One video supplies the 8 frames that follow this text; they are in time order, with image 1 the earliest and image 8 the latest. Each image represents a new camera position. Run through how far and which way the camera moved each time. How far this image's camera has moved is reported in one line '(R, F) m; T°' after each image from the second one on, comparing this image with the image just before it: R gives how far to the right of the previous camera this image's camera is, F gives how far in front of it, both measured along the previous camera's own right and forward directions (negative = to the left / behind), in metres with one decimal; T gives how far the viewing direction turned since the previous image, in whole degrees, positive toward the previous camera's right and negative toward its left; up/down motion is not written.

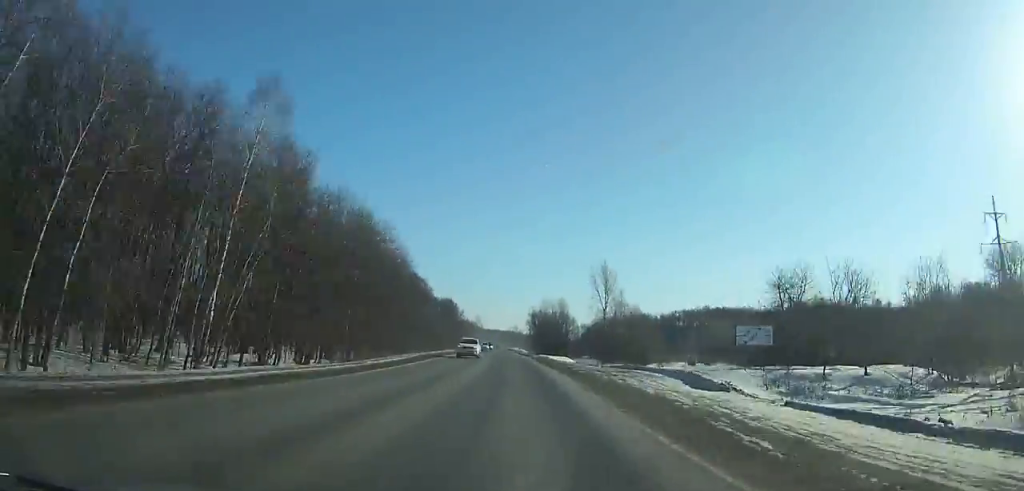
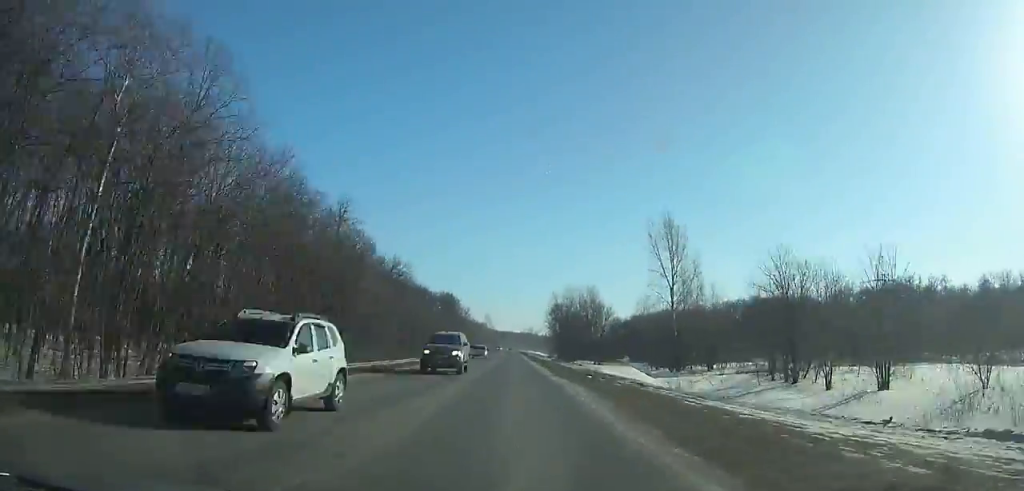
(-0.8, +46.0) m; -1°
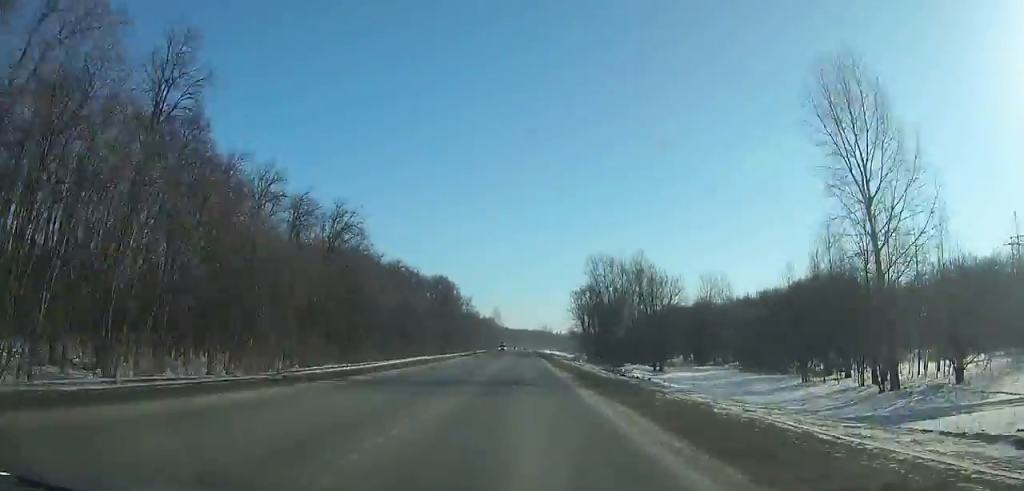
(-0.6, +45.7) m; -1°
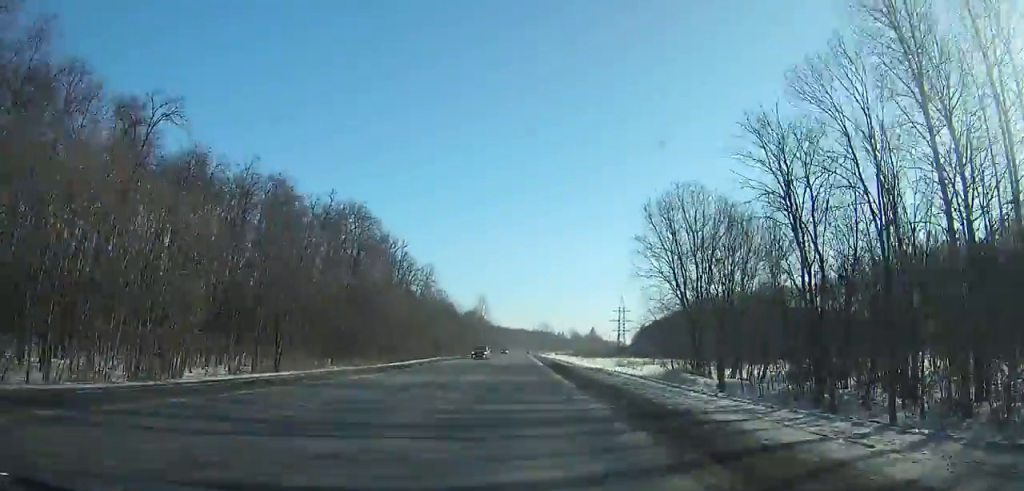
(0.0, +81.4) m; 0°
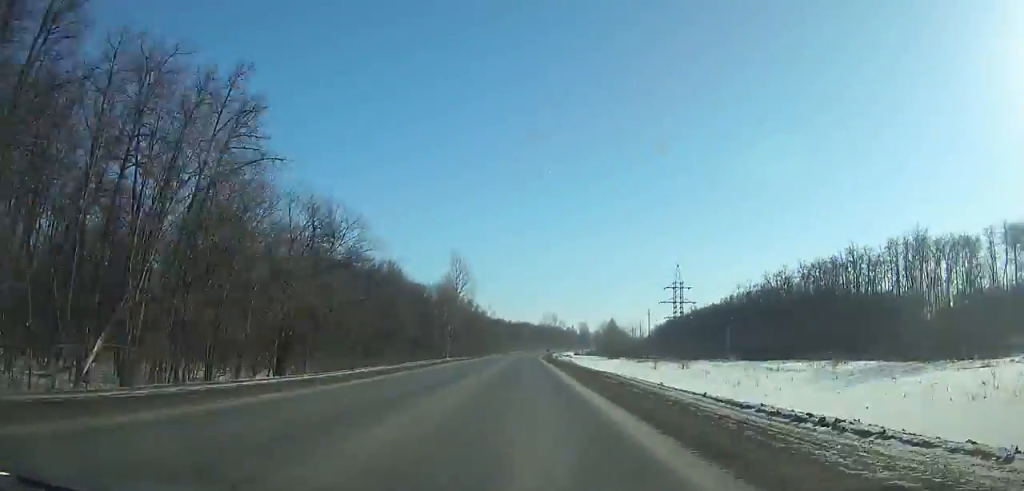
(0.0, +84.5) m; +1°
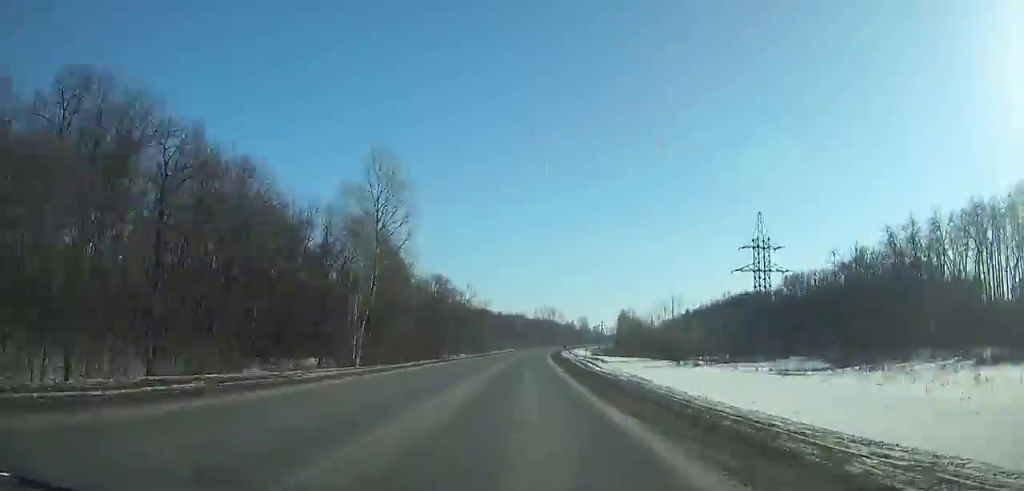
(+0.3, +61.9) m; +1°
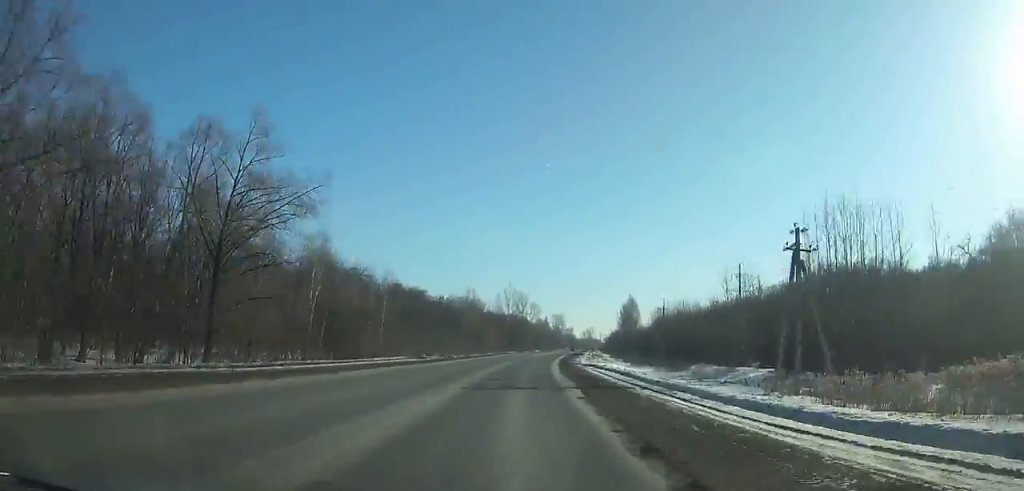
(+4.1, +112.3) m; +4°
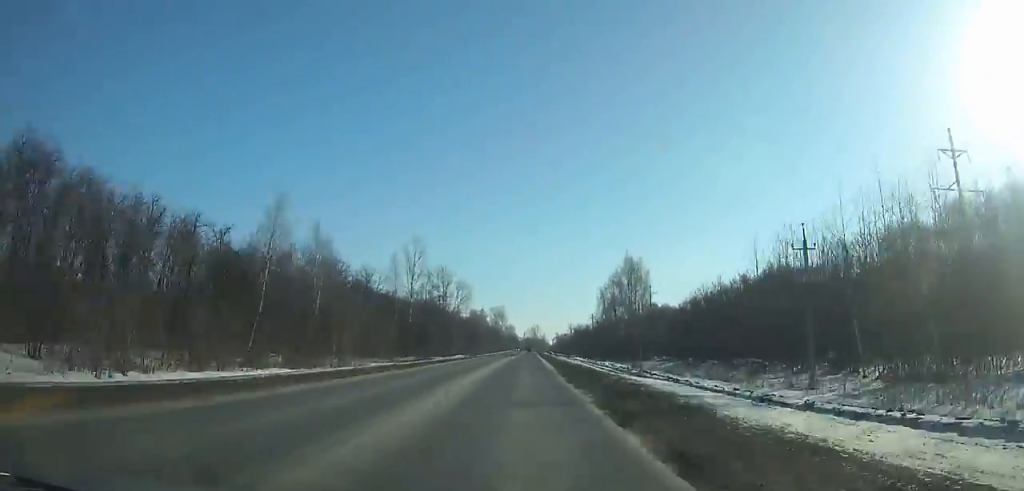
(+3.2, +92.6) m; +3°
